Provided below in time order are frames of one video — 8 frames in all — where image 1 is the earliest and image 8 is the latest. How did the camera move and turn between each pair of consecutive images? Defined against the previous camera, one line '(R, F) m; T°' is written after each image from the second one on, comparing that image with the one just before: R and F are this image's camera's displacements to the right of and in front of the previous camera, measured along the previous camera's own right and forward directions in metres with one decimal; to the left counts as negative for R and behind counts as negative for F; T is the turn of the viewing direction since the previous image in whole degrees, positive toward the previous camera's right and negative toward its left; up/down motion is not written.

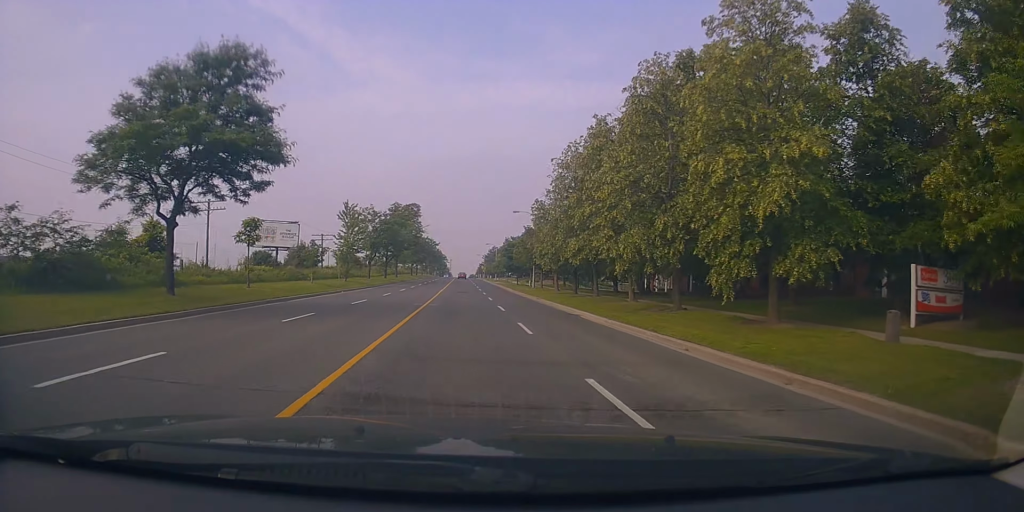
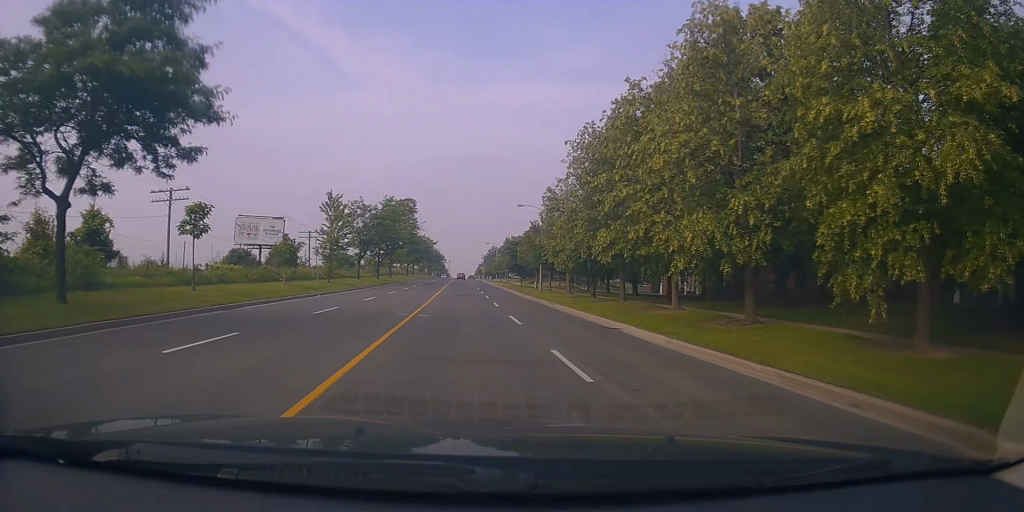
(-0.2, +6.0) m; +1°
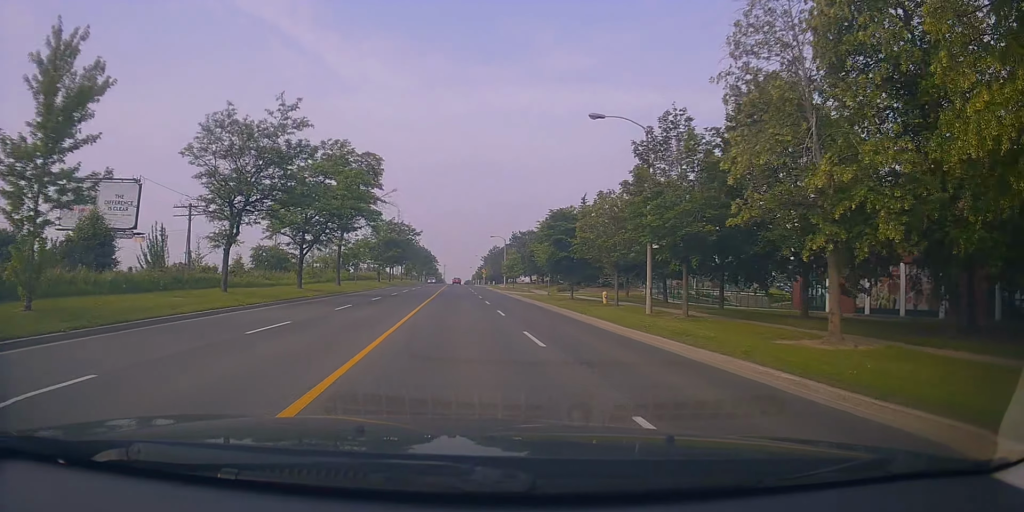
(+0.8, +32.6) m; +1°
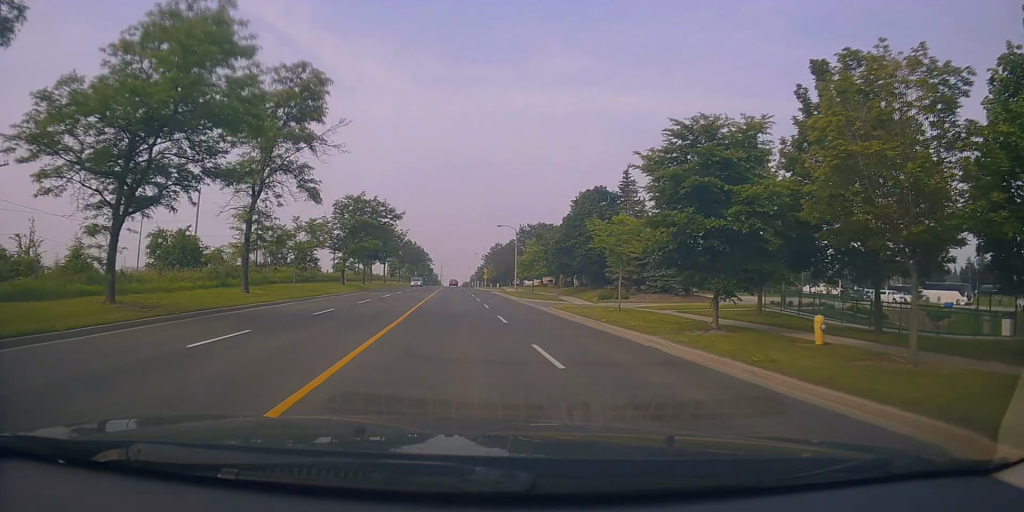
(+0.2, +20.9) m; -1°
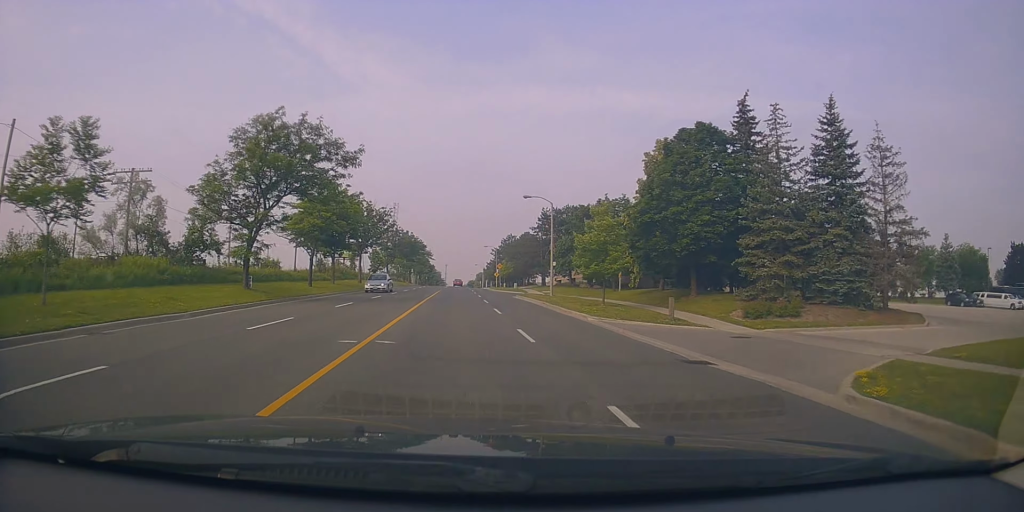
(-0.3, +24.1) m; +1°
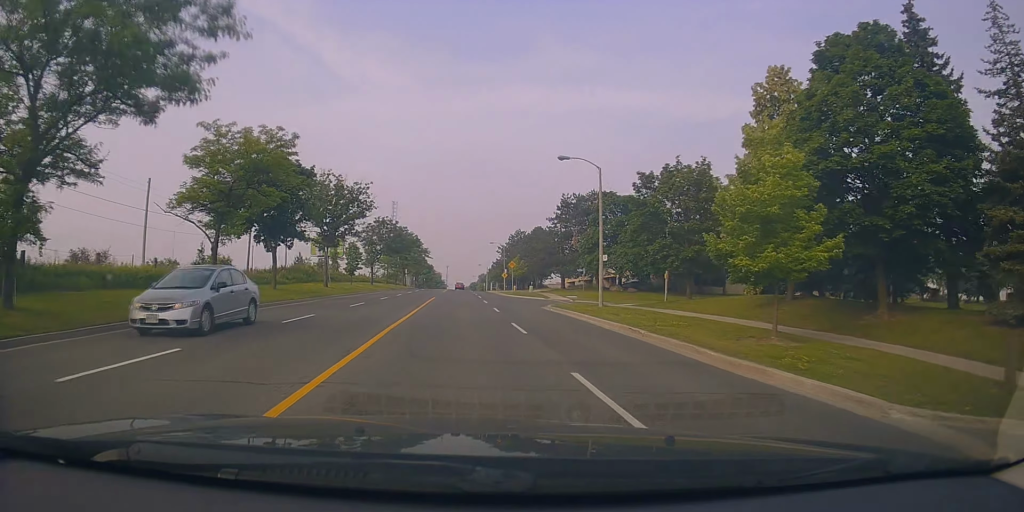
(+0.3, +16.1) m; -1°
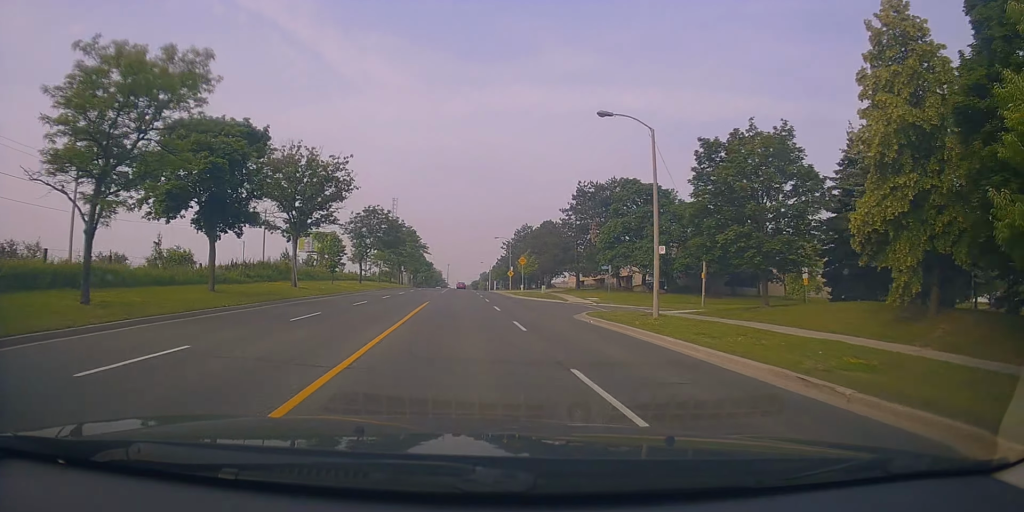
(-0.3, +8.8) m; -1°
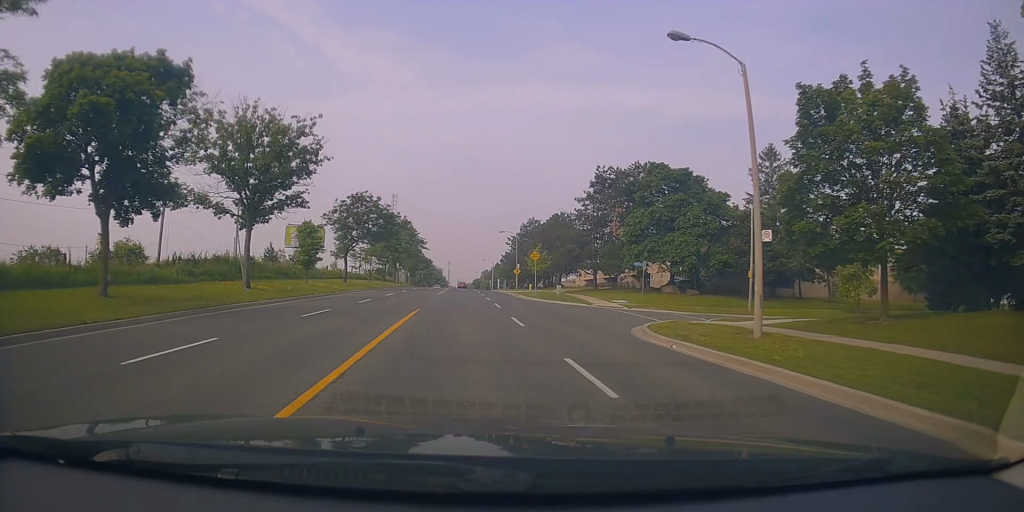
(-0.1, +8.3) m; 0°
